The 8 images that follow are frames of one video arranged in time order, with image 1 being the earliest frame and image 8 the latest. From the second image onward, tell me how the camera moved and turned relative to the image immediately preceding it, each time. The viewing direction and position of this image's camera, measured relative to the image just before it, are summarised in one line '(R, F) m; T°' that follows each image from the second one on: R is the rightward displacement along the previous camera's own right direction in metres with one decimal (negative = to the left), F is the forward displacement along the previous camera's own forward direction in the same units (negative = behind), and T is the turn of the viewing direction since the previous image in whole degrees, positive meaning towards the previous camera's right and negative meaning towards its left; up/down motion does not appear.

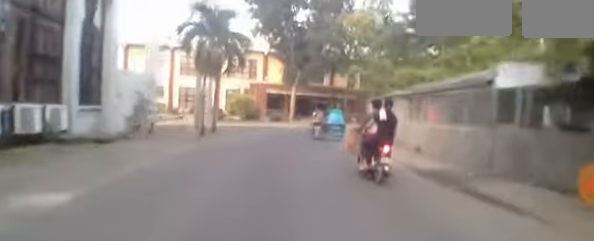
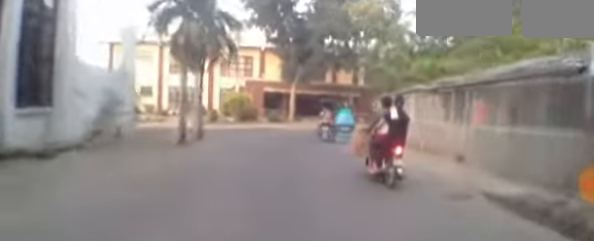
(-0.1, +2.5) m; -1°
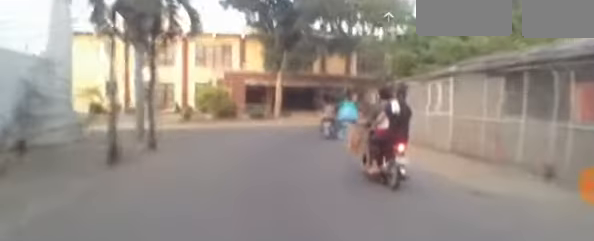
(0.0, +3.4) m; 0°
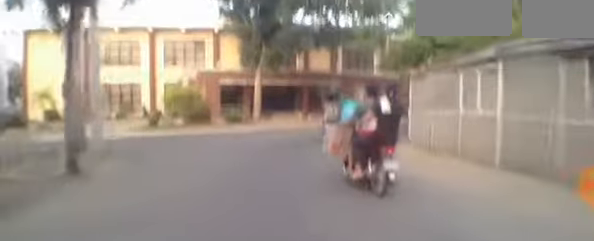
(0.0, +2.6) m; +1°
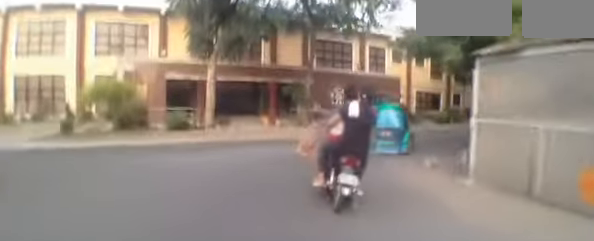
(+0.3, +4.6) m; +14°
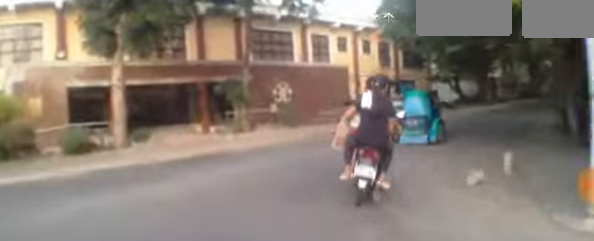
(+0.4, +2.8) m; +11°
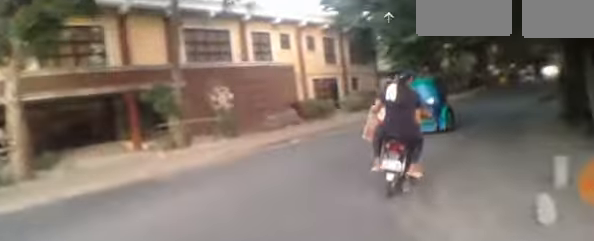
(0.0, +1.7) m; +2°
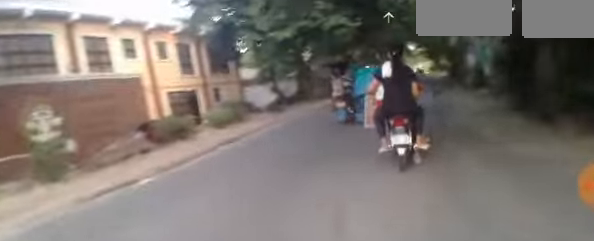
(+0.1, +2.8) m; +7°
